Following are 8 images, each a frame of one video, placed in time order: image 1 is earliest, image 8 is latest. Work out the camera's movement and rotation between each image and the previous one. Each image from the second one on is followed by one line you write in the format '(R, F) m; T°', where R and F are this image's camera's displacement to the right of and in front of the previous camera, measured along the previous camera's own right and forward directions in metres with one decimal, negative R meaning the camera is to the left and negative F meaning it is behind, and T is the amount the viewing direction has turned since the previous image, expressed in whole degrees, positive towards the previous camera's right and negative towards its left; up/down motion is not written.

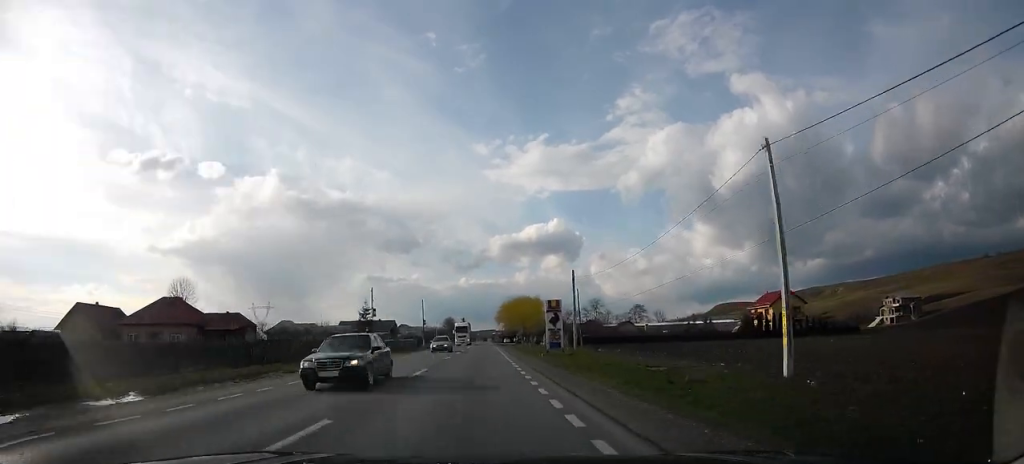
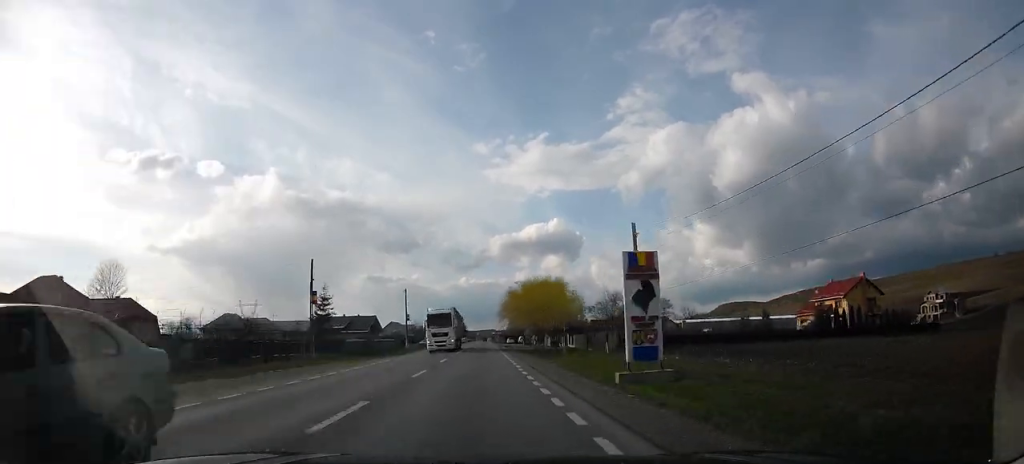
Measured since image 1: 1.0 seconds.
(+0.2, +21.6) m; +1°
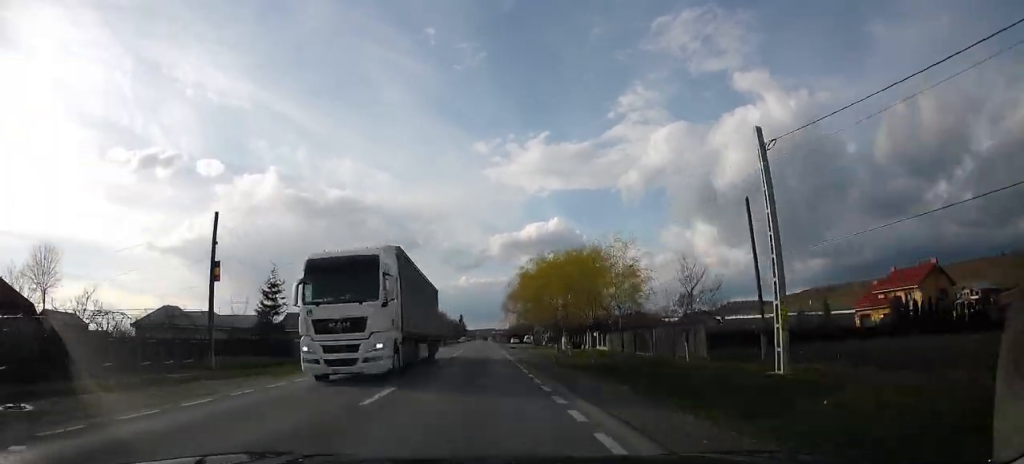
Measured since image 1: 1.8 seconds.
(0.0, +15.4) m; 0°
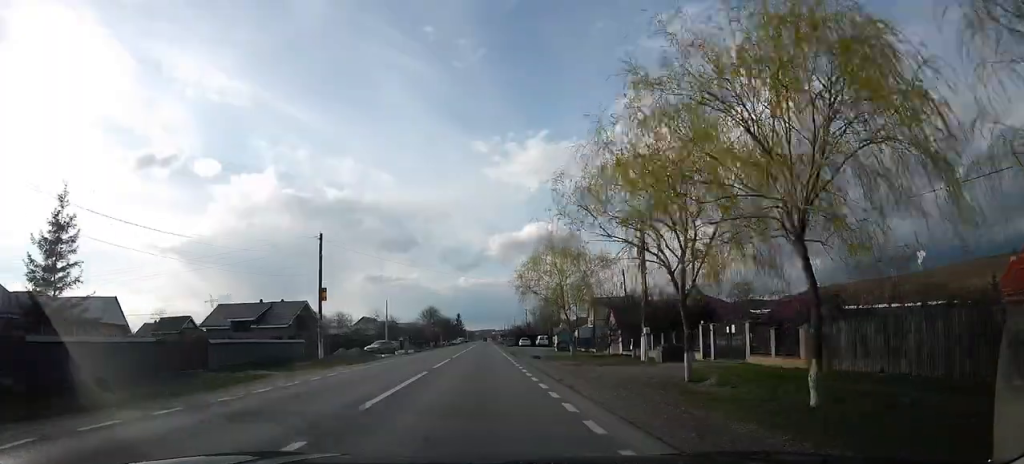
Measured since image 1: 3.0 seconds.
(+0.2, +26.5) m; +1°
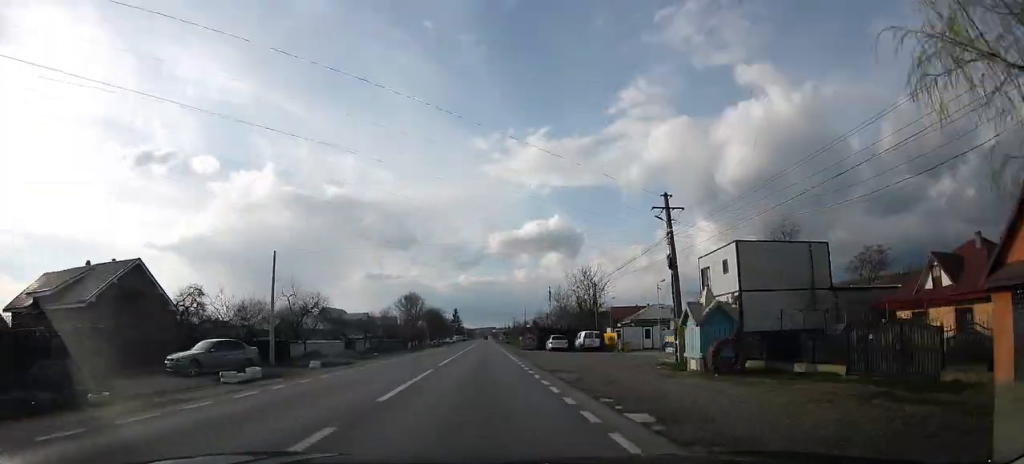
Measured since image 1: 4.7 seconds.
(+0.3, +33.7) m; -2°
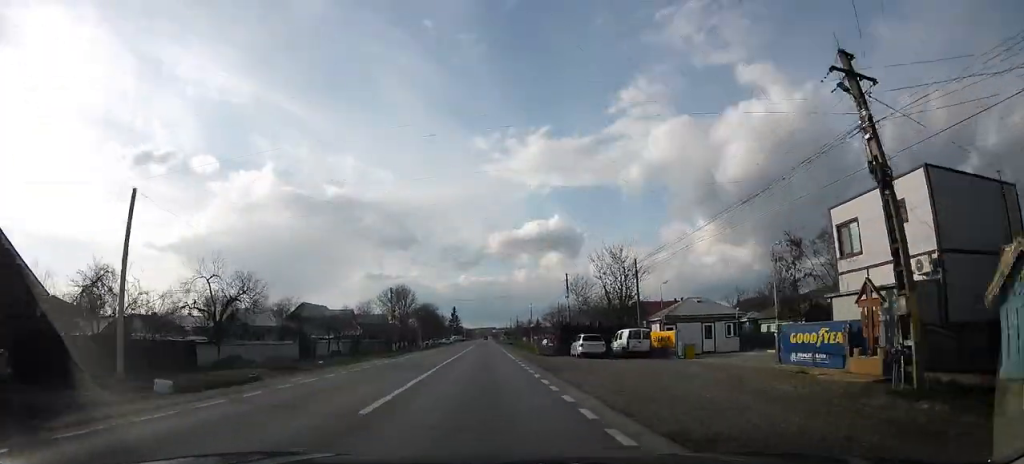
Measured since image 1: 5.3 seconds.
(-0.7, +13.2) m; 0°
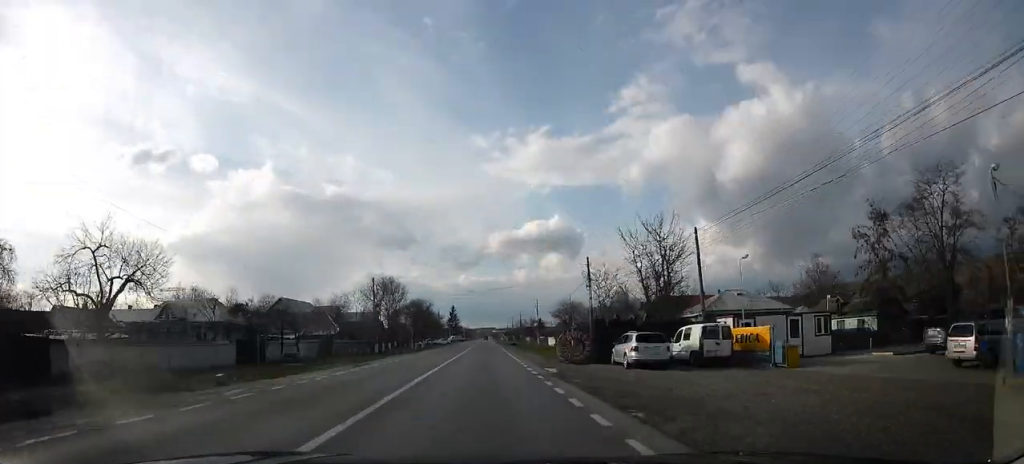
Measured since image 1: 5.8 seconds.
(-0.2, +10.8) m; 0°
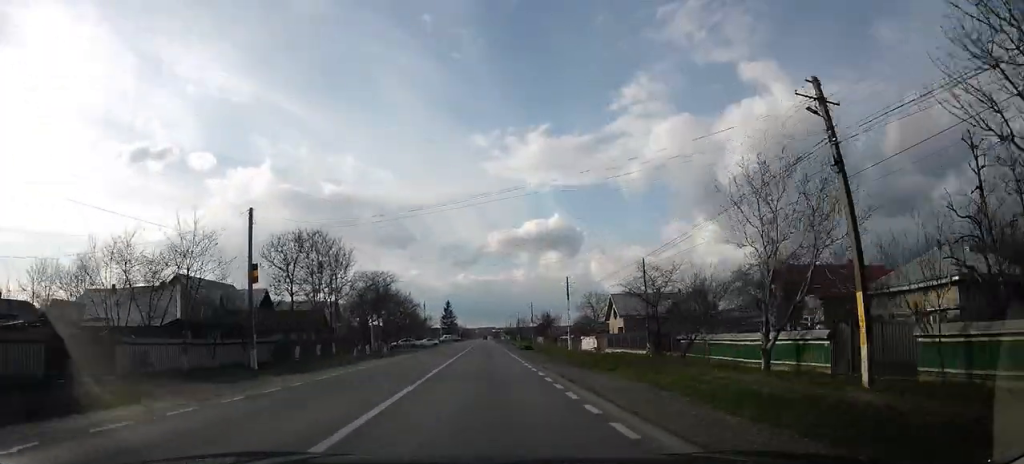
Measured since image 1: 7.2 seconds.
(+1.2, +34.7) m; +1°
